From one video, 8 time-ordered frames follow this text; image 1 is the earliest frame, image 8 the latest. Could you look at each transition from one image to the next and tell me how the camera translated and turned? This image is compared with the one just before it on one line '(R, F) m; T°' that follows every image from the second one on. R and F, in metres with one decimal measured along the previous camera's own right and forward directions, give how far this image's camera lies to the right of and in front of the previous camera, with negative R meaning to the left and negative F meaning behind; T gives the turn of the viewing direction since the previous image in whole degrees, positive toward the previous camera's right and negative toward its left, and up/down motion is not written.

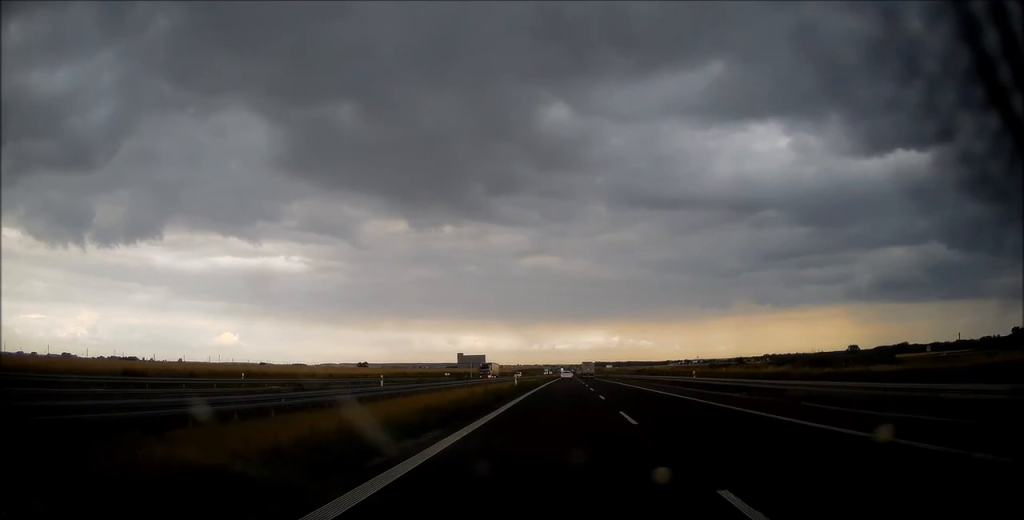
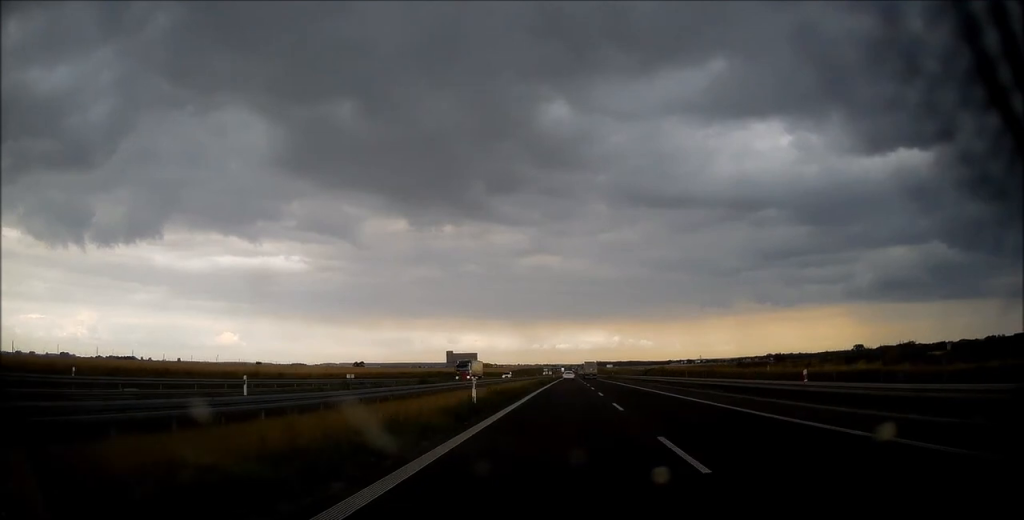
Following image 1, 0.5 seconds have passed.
(0.0, +18.8) m; 0°
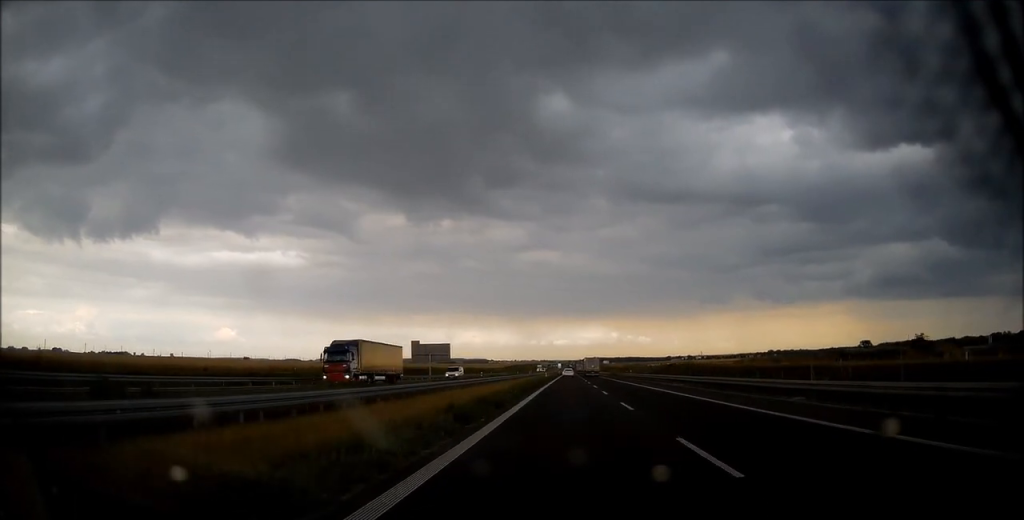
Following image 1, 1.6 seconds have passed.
(0.0, +36.5) m; 0°
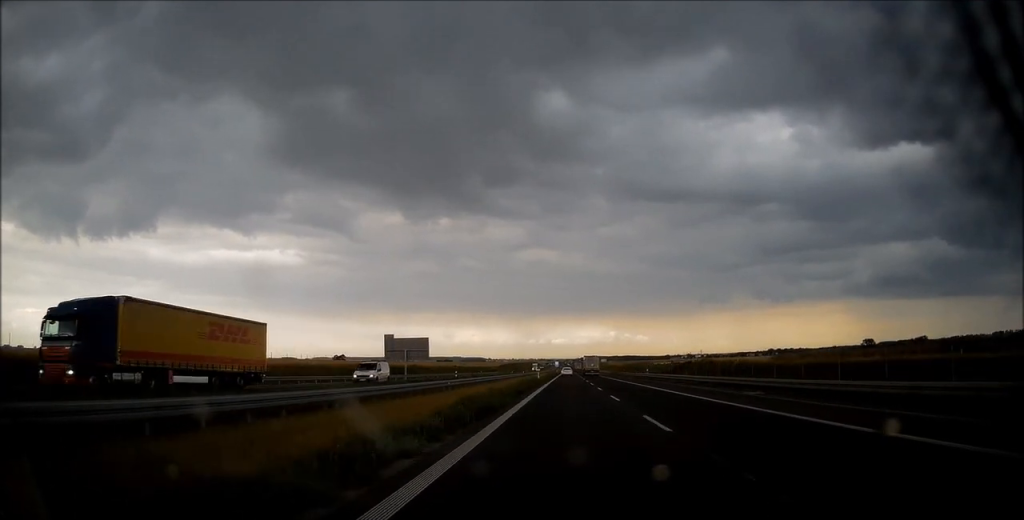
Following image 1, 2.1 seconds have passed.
(0.0, +18.8) m; 0°
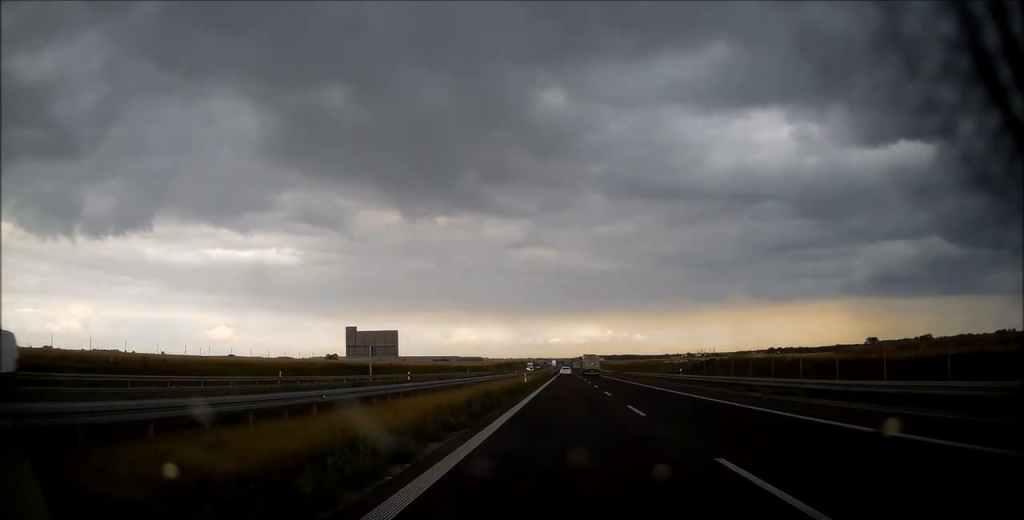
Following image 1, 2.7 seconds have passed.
(0.0, +19.9) m; 0°
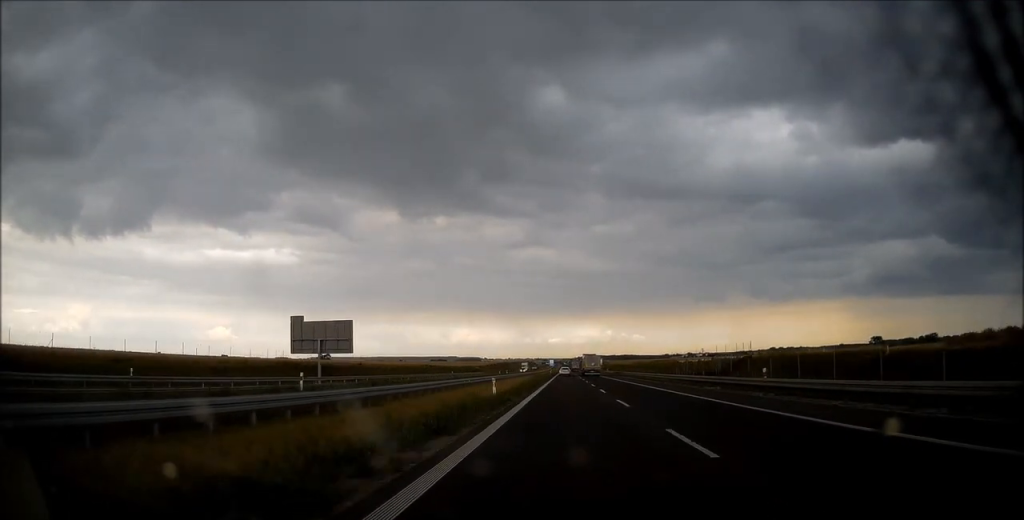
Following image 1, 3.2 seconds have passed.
(0.0, +19.9) m; 0°
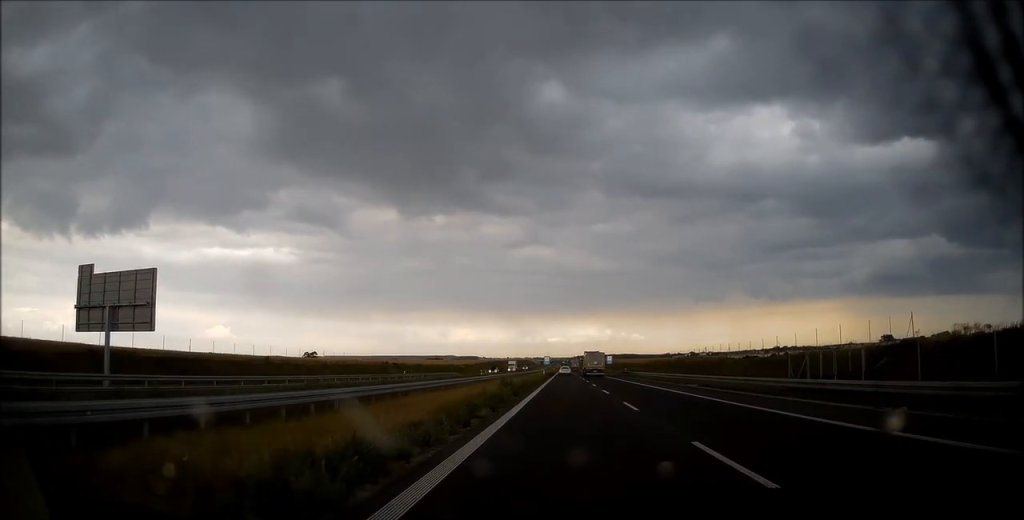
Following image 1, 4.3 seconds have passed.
(+0.2, +38.4) m; 0°
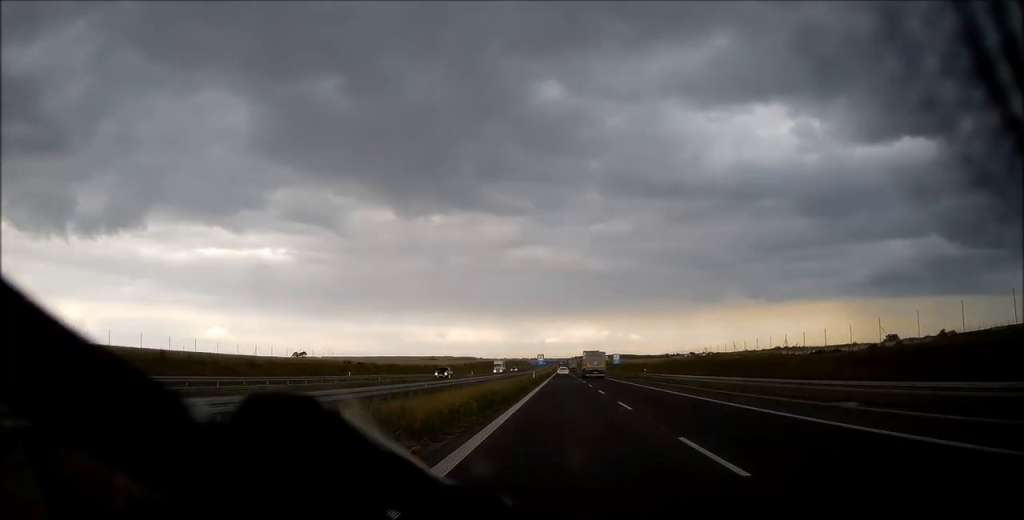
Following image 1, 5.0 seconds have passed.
(0.0, +23.3) m; 0°
